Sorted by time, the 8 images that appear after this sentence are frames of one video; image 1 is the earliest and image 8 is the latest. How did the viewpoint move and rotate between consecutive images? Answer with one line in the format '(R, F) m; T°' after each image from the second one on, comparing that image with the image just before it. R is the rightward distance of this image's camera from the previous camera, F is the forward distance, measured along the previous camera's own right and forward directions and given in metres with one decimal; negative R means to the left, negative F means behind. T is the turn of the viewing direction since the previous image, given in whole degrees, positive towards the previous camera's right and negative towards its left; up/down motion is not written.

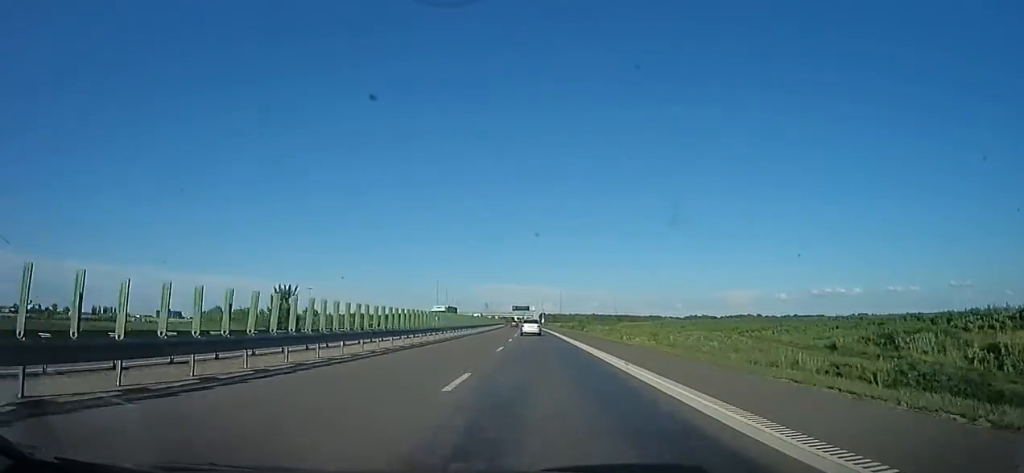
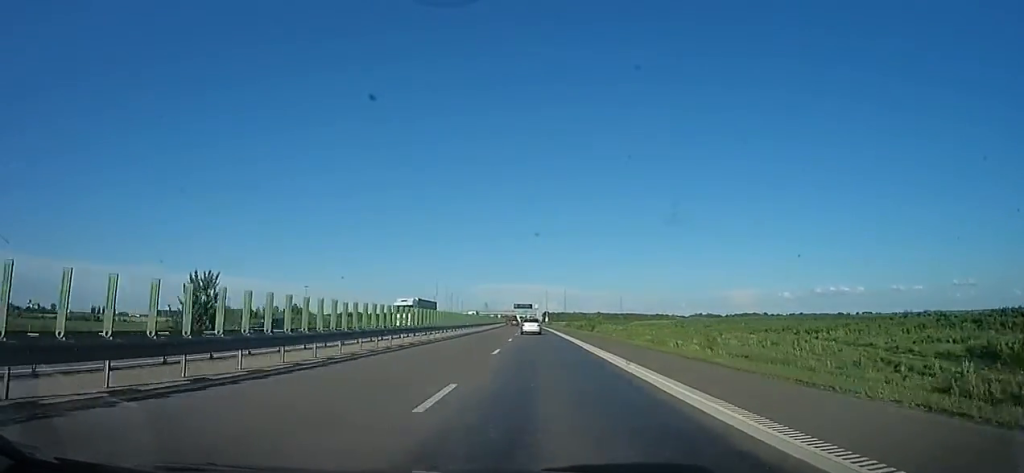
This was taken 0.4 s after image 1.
(0.0, +14.3) m; 0°
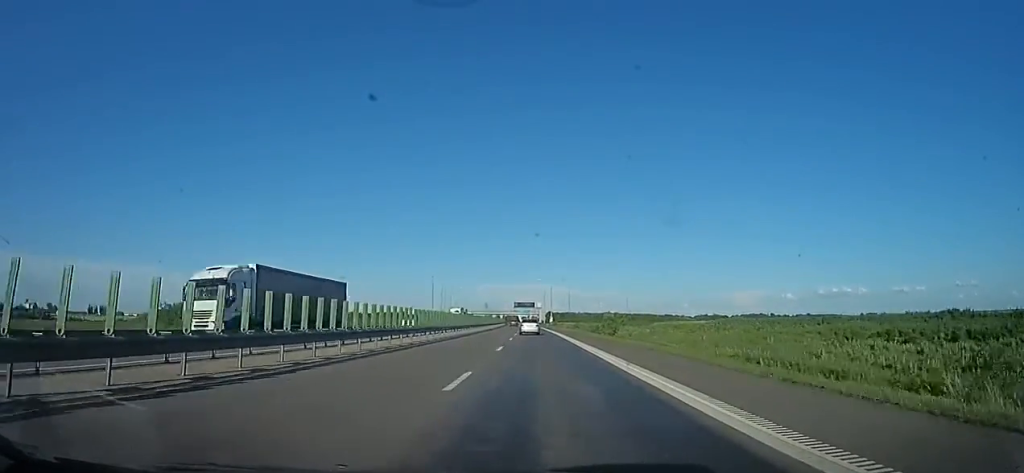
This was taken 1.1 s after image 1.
(0.0, +22.0) m; 0°
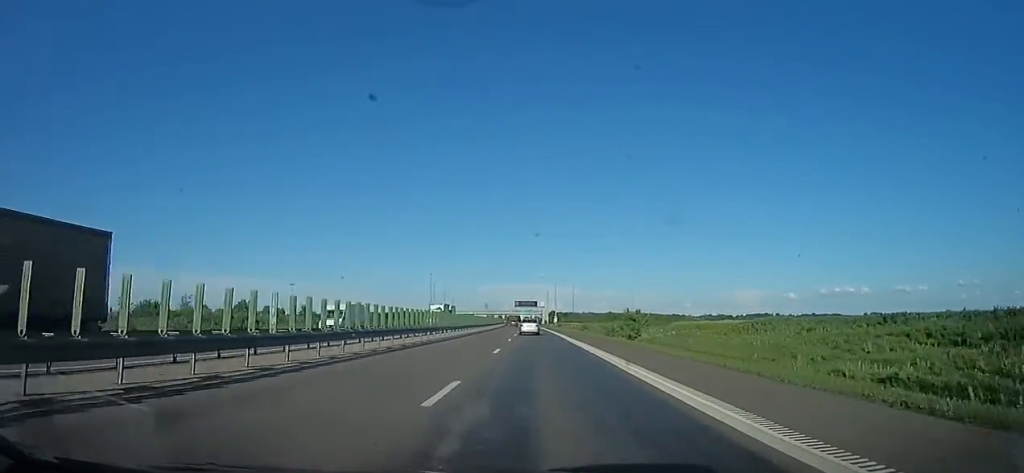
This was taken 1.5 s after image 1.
(0.0, +13.7) m; 0°
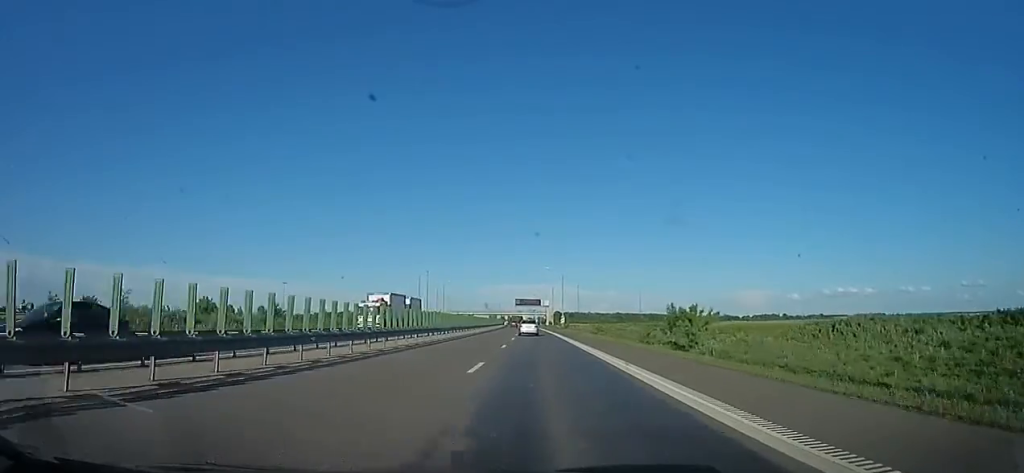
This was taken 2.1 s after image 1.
(0.0, +19.1) m; -1°
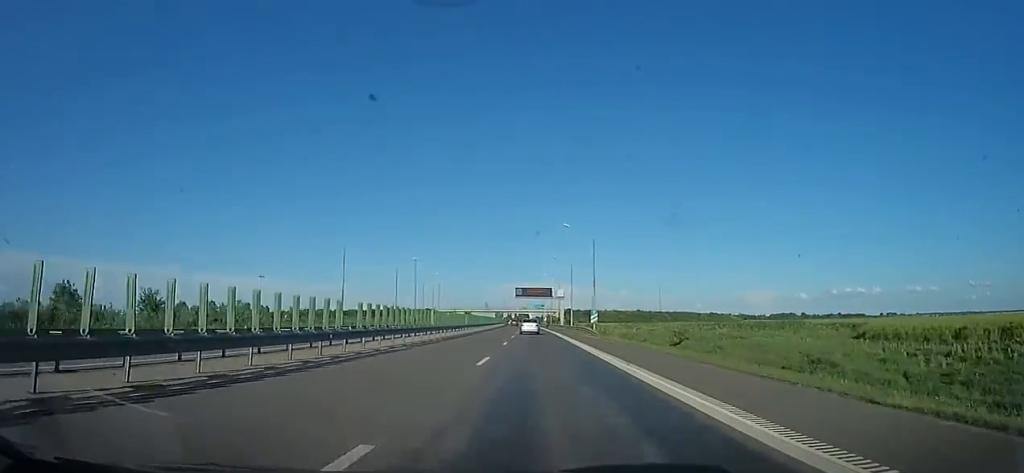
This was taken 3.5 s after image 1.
(-1.4, +46.2) m; -2°
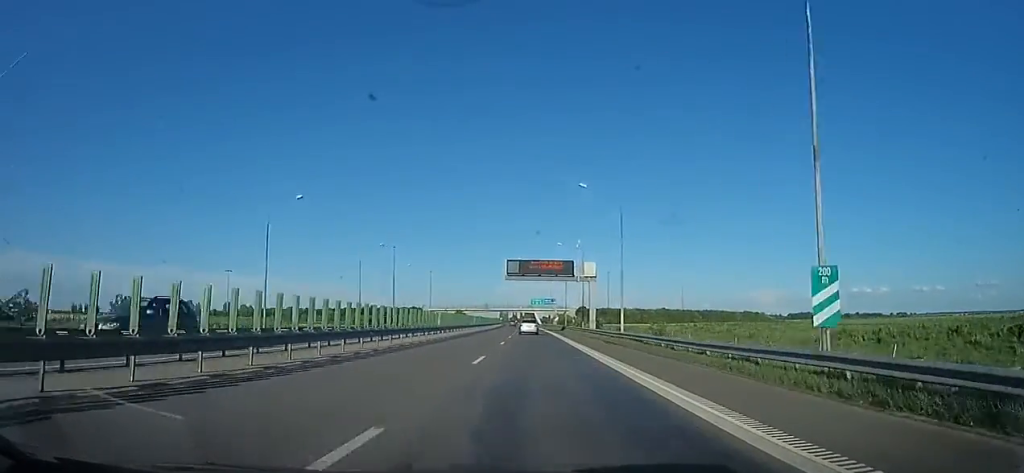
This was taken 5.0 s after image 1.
(+0.8, +47.6) m; 0°
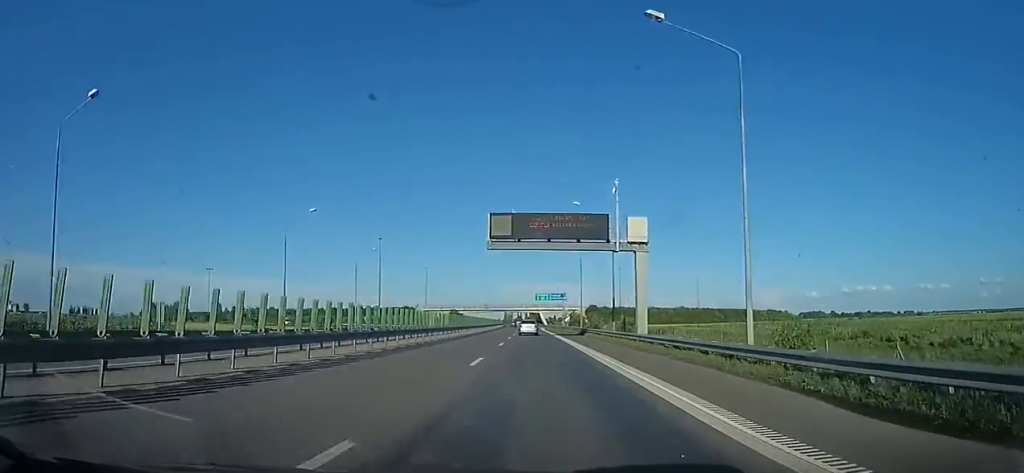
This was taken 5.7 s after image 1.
(-1.2, +24.7) m; 0°
